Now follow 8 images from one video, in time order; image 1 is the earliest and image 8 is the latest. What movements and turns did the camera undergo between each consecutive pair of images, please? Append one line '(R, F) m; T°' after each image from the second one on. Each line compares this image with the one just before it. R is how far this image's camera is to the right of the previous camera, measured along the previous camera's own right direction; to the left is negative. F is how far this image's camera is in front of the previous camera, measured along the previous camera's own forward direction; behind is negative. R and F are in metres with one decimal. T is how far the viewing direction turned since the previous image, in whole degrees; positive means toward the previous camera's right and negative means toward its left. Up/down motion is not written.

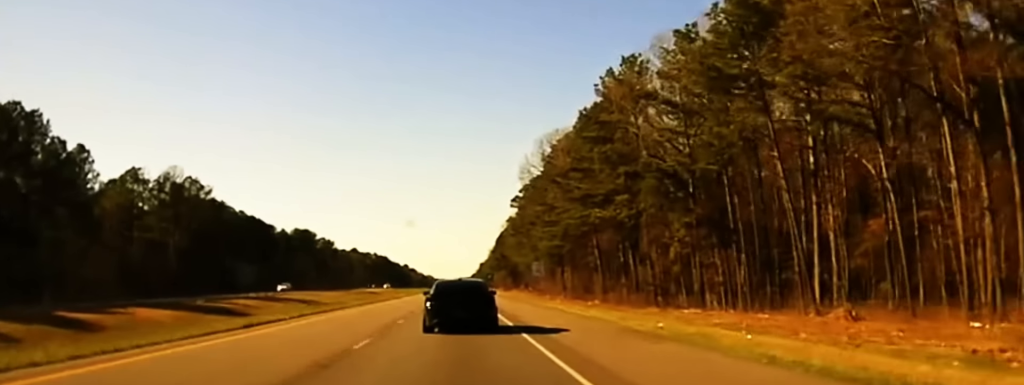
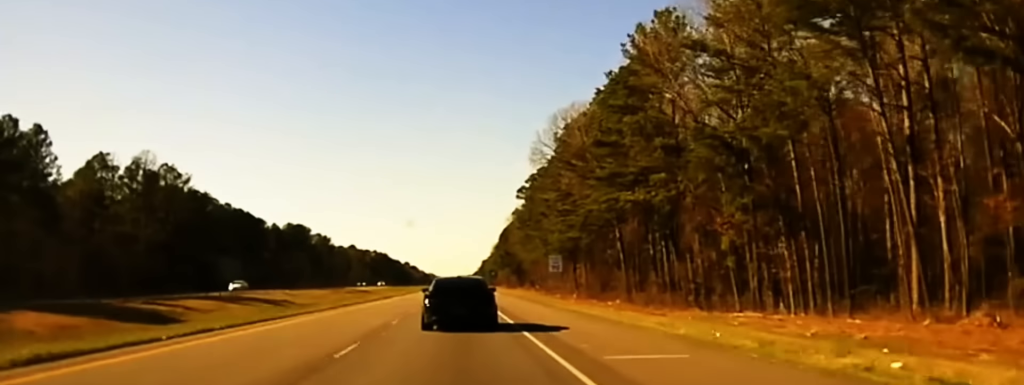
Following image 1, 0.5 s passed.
(0.0, +16.9) m; 0°
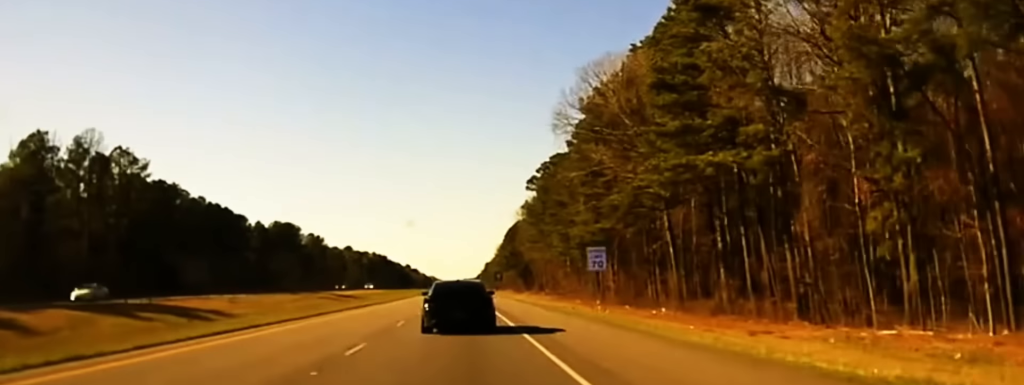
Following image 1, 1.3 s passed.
(+0.1, +25.5) m; 0°
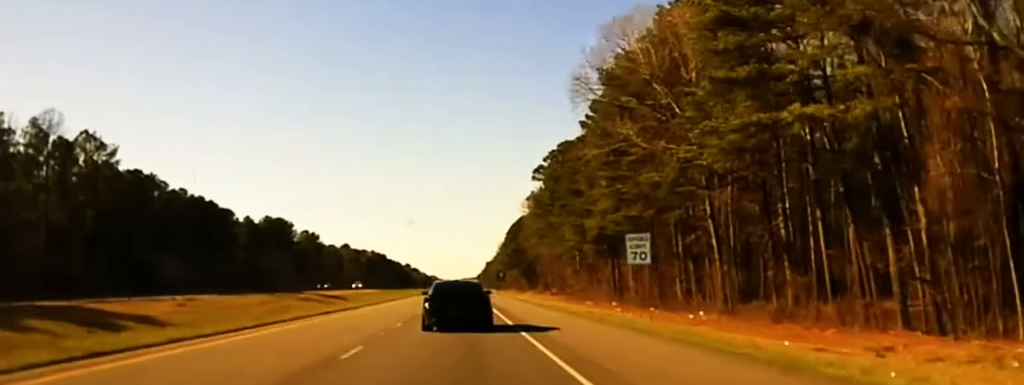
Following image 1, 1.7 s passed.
(+0.2, +14.3) m; 0°
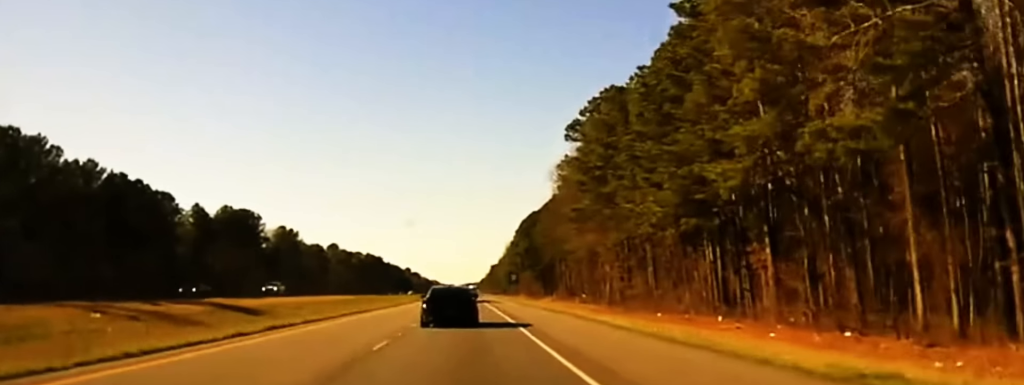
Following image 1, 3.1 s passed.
(-0.3, +48.0) m; 0°
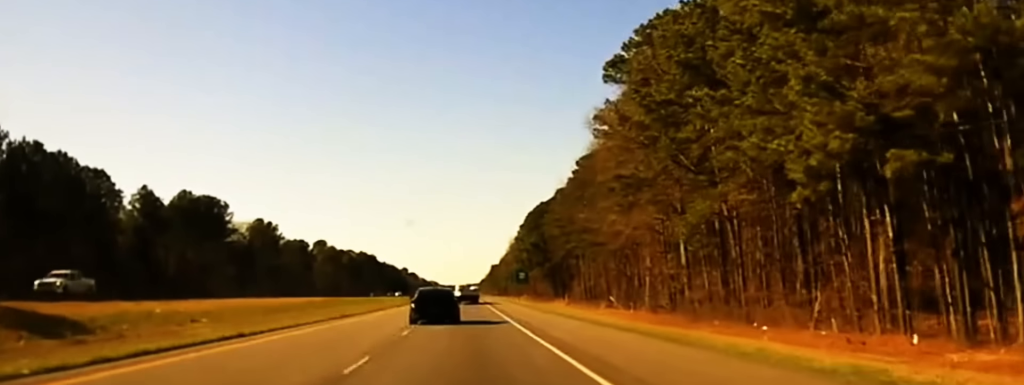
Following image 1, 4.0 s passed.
(+0.3, +30.3) m; 0°
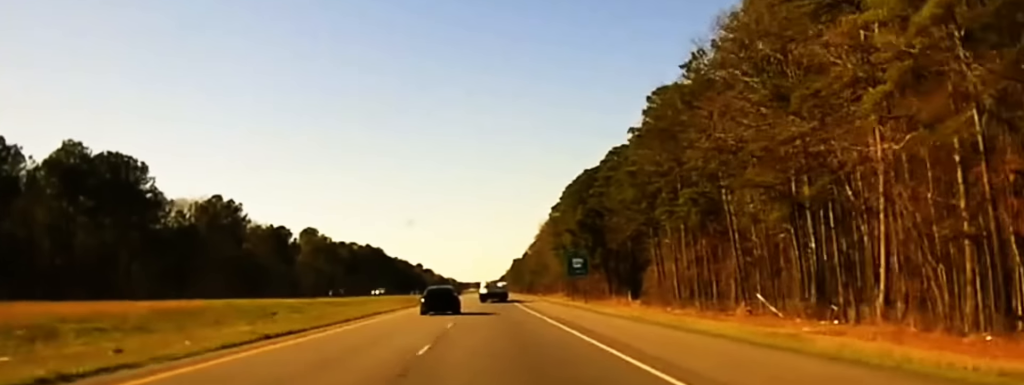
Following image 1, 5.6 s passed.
(-1.0, +58.3) m; -1°
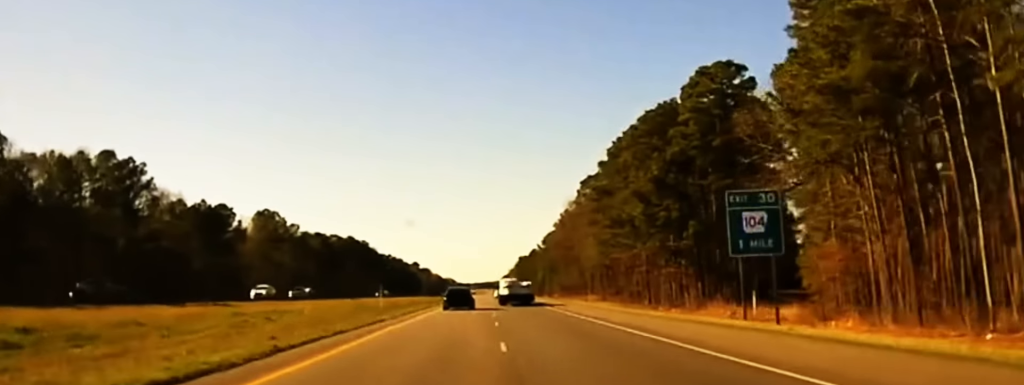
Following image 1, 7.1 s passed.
(+0.1, +61.6) m; 0°
